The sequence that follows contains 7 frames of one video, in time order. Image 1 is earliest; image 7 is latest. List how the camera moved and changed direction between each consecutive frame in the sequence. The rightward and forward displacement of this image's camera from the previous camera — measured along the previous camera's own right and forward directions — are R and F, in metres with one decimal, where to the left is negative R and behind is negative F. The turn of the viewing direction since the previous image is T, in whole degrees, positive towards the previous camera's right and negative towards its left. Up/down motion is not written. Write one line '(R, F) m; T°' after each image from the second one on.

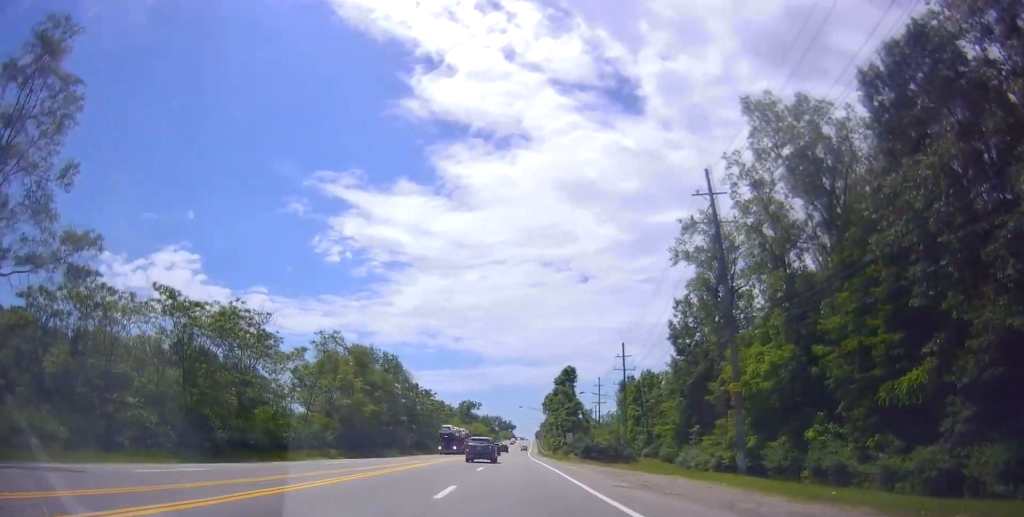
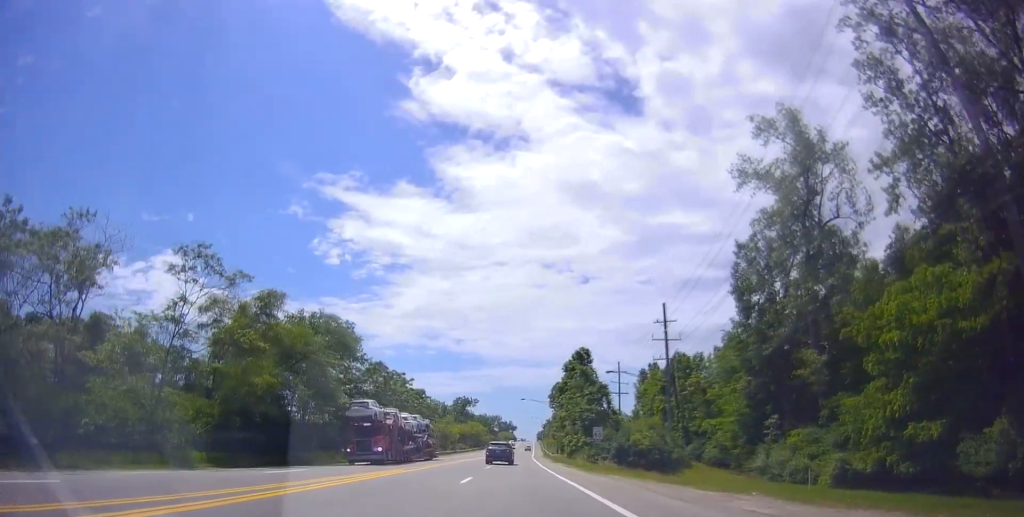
(-0.2, +23.9) m; 0°
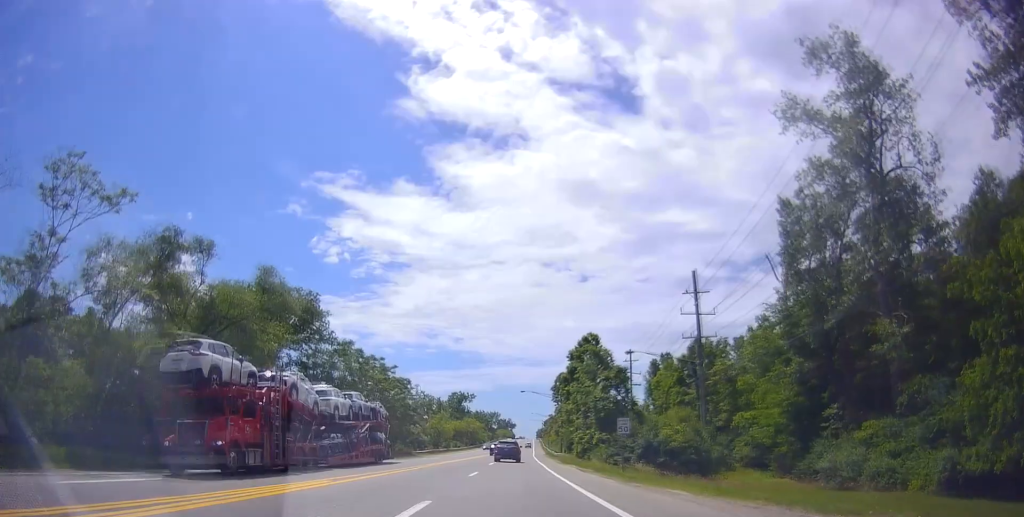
(+0.1, +11.4) m; 0°
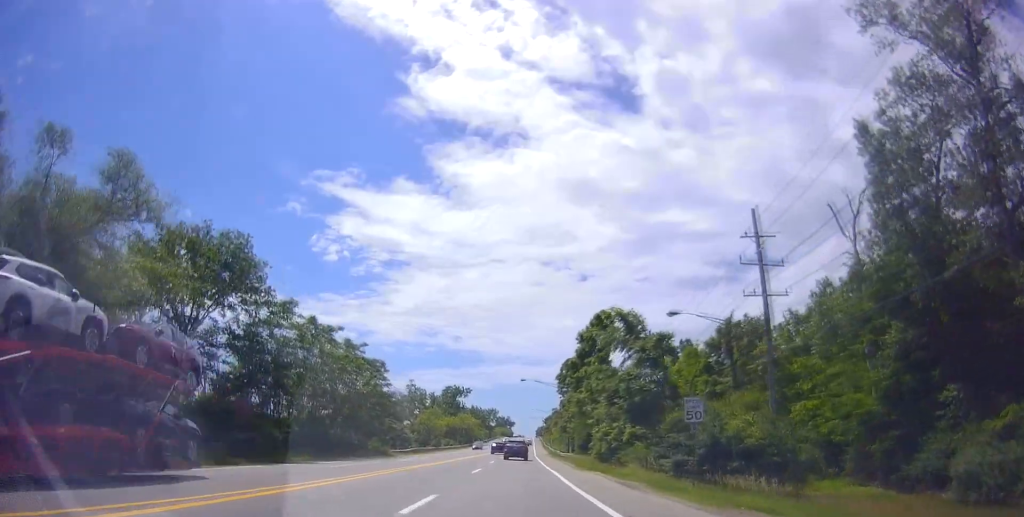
(+0.3, +14.3) m; 0°
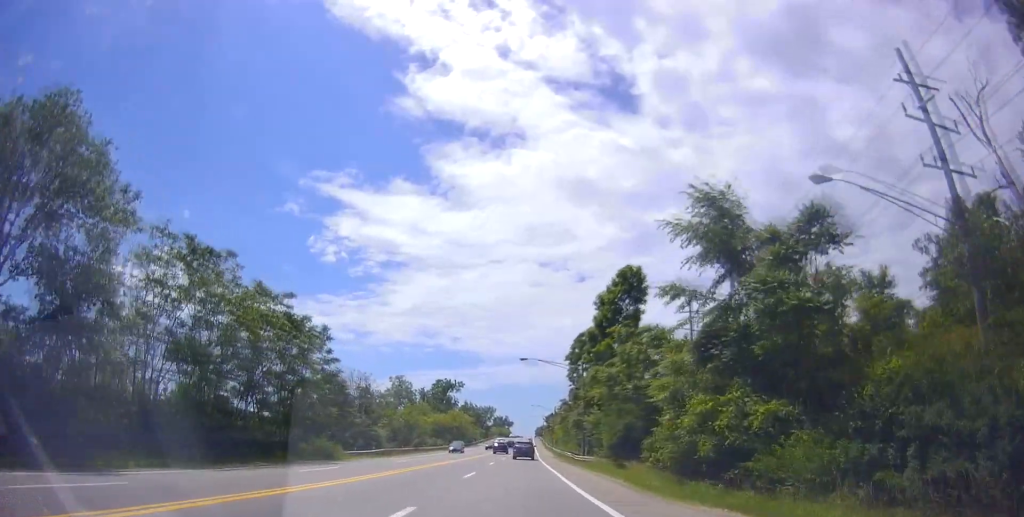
(-0.4, +19.3) m; -1°
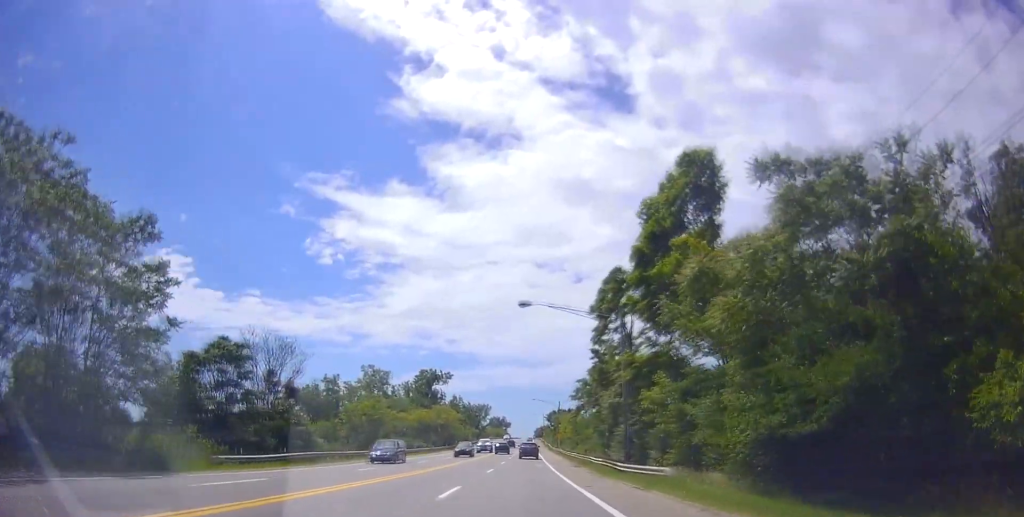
(-0.1, +22.9) m; +1°
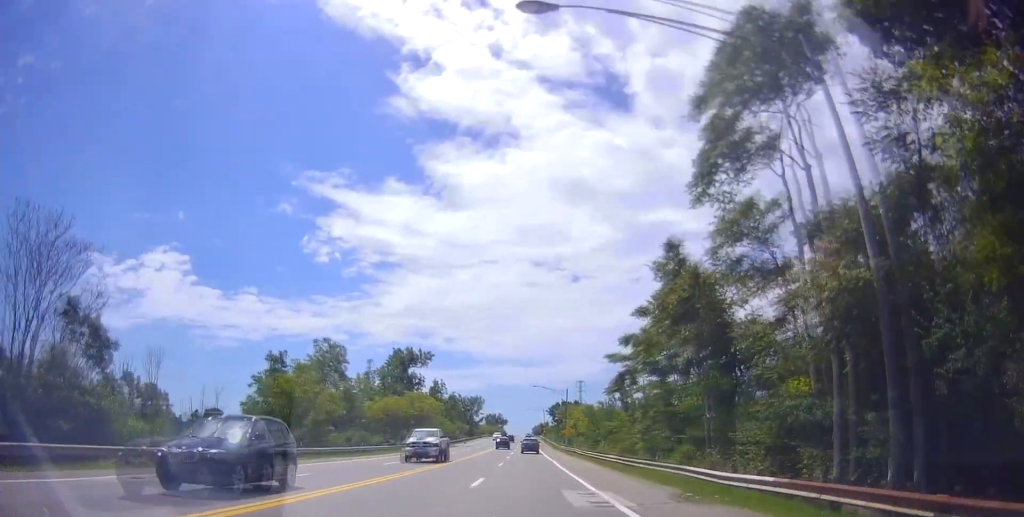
(+0.5, +26.9) m; +1°
